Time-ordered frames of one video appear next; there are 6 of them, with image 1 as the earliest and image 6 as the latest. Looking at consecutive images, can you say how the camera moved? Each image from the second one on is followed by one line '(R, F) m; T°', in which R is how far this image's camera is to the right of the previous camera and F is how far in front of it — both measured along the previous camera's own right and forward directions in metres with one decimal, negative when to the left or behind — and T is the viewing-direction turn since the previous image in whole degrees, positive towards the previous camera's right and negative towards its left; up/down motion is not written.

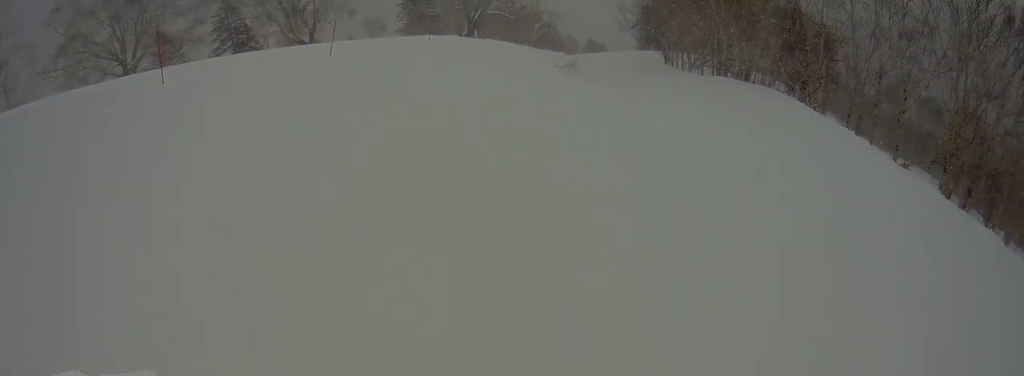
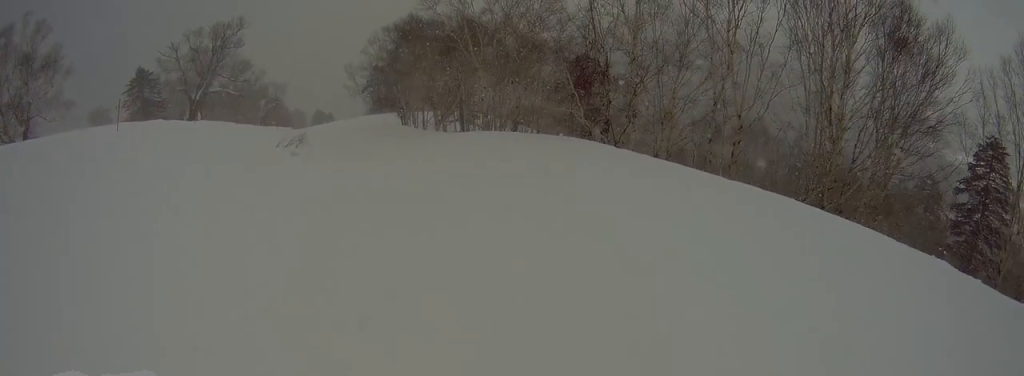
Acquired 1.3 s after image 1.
(+0.7, +7.4) m; +7°
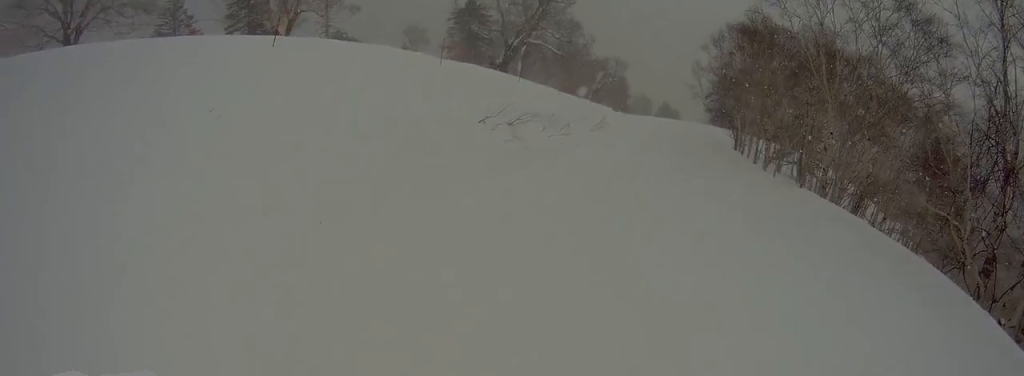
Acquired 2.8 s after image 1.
(-1.6, +8.3) m; -22°
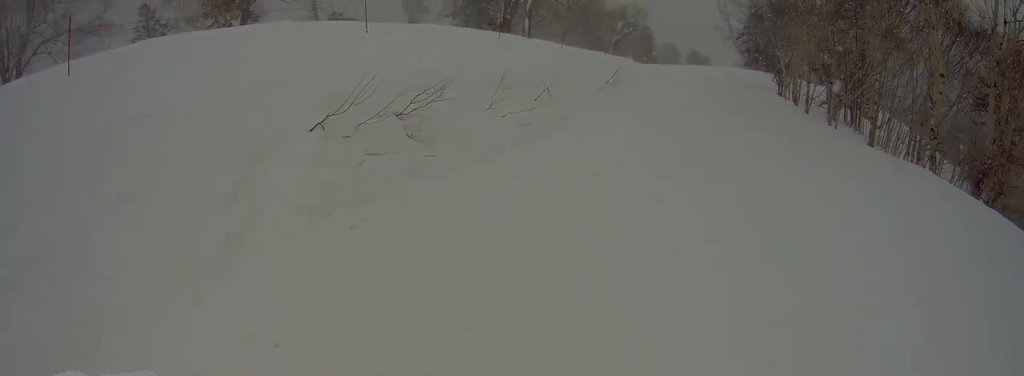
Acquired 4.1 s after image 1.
(-0.7, +7.5) m; -6°
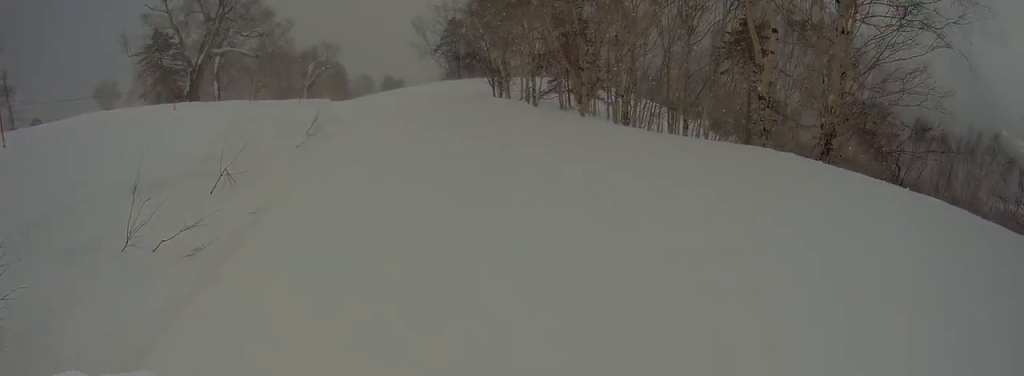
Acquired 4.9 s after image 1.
(-0.1, +4.6) m; +5°
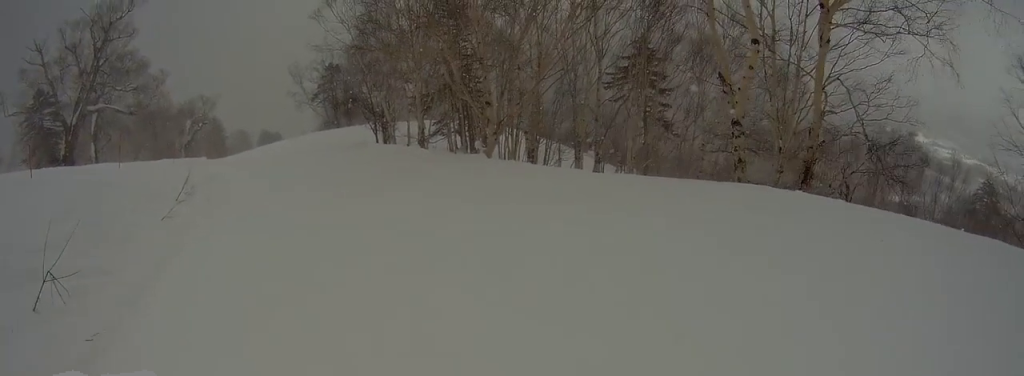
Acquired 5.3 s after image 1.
(-0.4, +2.6) m; +4°
